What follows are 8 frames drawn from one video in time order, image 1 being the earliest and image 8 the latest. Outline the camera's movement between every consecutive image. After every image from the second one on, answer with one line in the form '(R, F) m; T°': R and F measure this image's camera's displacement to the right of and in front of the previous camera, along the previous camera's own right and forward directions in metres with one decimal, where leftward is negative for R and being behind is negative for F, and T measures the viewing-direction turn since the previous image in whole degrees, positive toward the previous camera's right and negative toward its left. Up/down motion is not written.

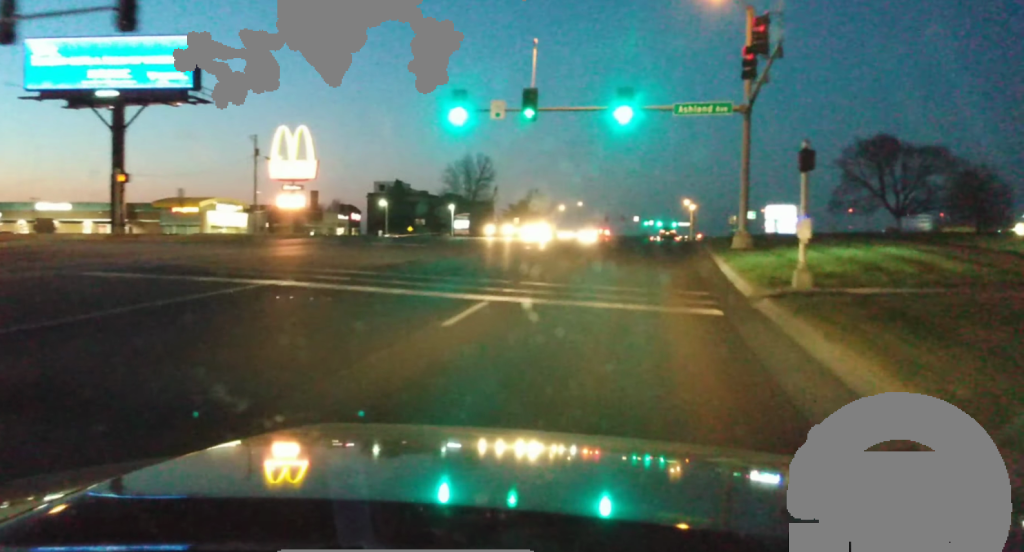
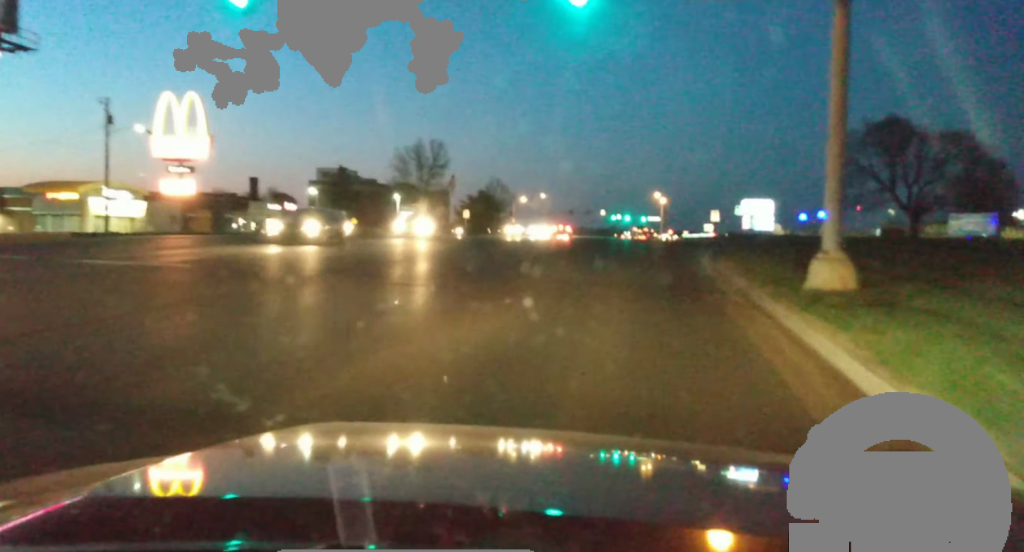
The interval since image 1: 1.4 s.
(+0.6, +21.1) m; +2°
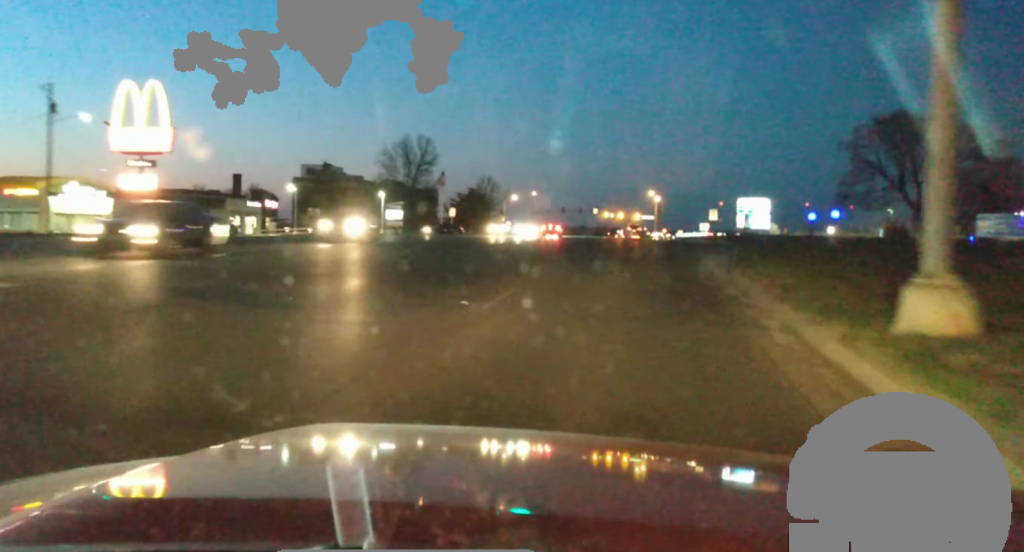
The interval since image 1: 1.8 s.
(+0.1, +6.1) m; 0°
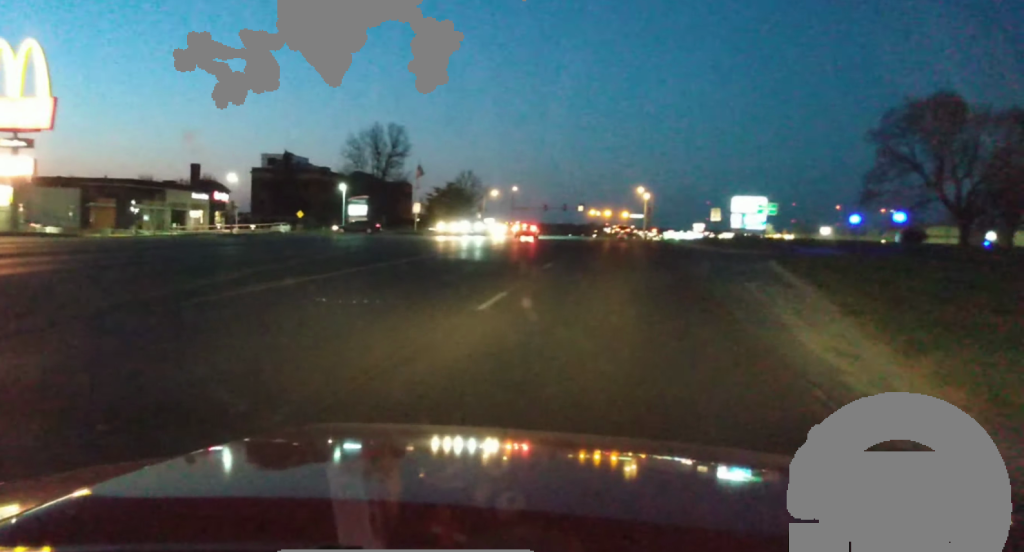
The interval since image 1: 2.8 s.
(-0.1, +15.2) m; +1°
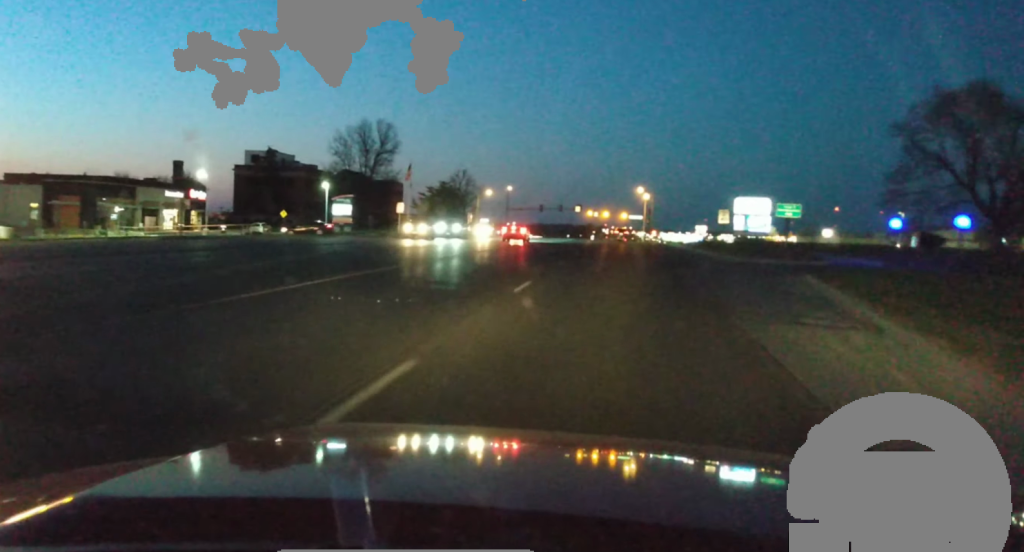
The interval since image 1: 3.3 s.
(+0.2, +7.6) m; +1°
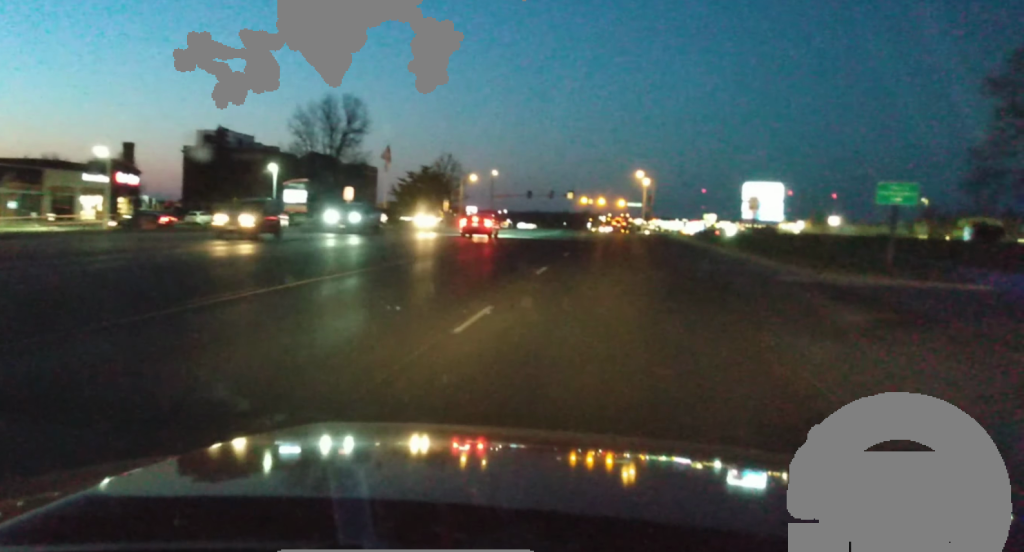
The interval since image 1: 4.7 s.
(0.0, +18.9) m; +2°
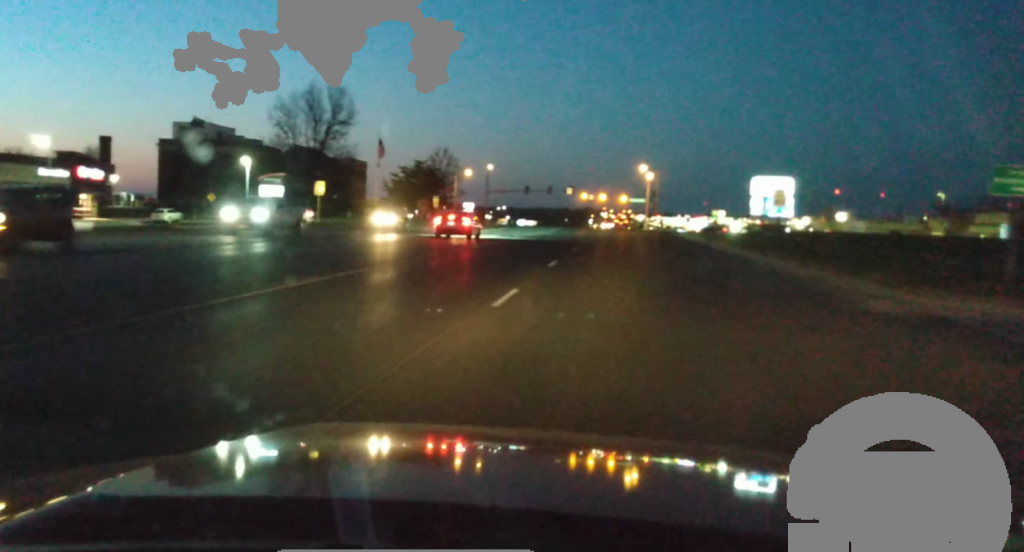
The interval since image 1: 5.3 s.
(+0.3, +8.6) m; 0°
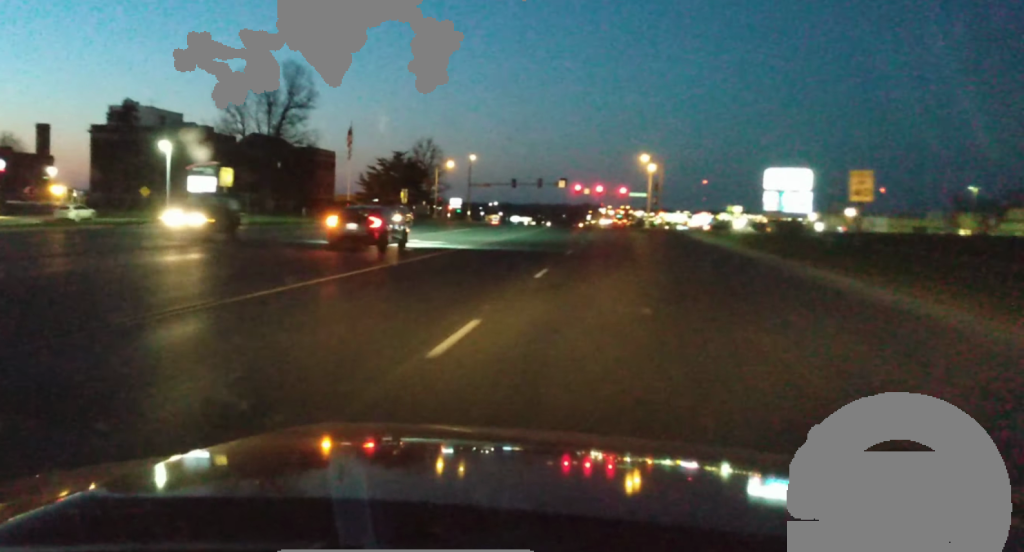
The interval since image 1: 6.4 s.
(-0.4, +17.0) m; -2°
